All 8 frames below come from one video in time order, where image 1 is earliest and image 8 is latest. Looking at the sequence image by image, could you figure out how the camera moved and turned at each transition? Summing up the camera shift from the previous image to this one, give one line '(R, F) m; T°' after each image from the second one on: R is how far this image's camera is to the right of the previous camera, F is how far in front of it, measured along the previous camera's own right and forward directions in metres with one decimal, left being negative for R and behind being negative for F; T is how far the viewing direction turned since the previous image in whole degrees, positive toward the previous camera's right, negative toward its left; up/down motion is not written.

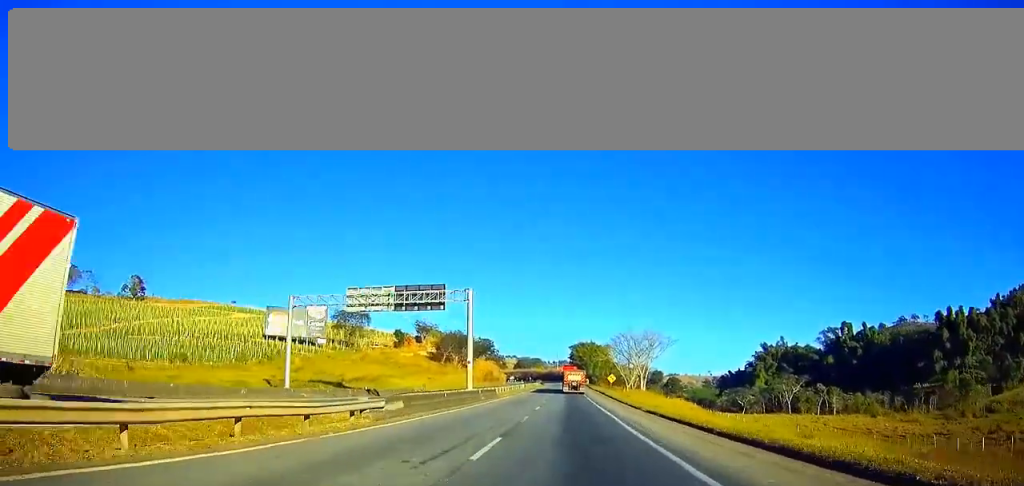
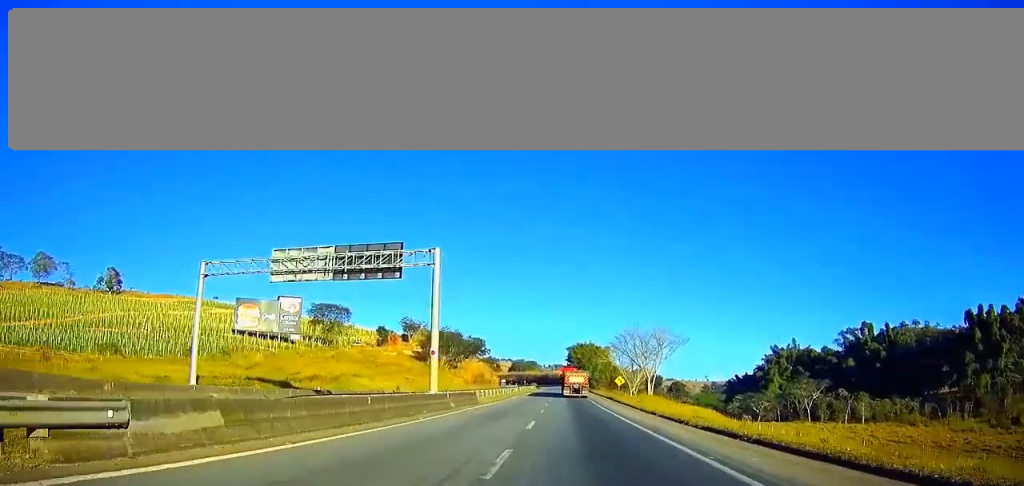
(+0.1, +15.5) m; 0°
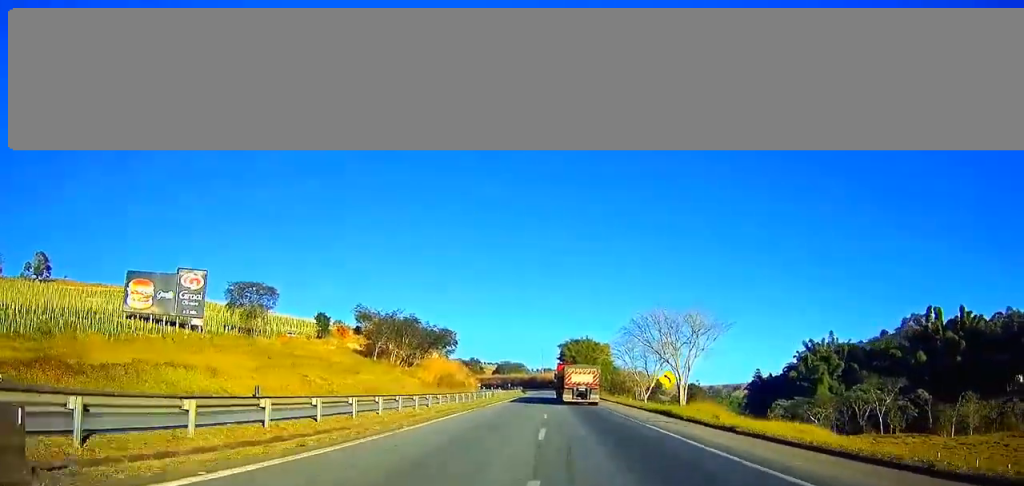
(+0.2, +40.0) m; 0°
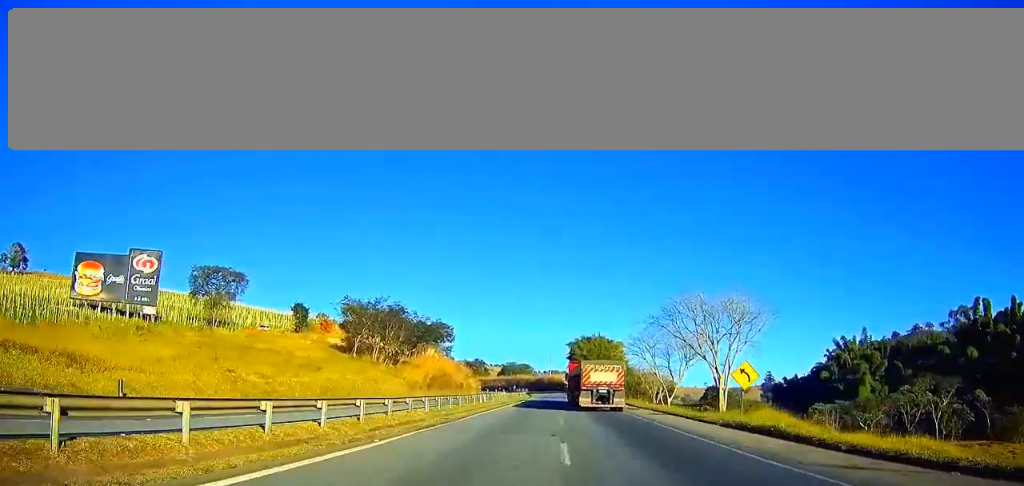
(-0.1, +17.0) m; 0°
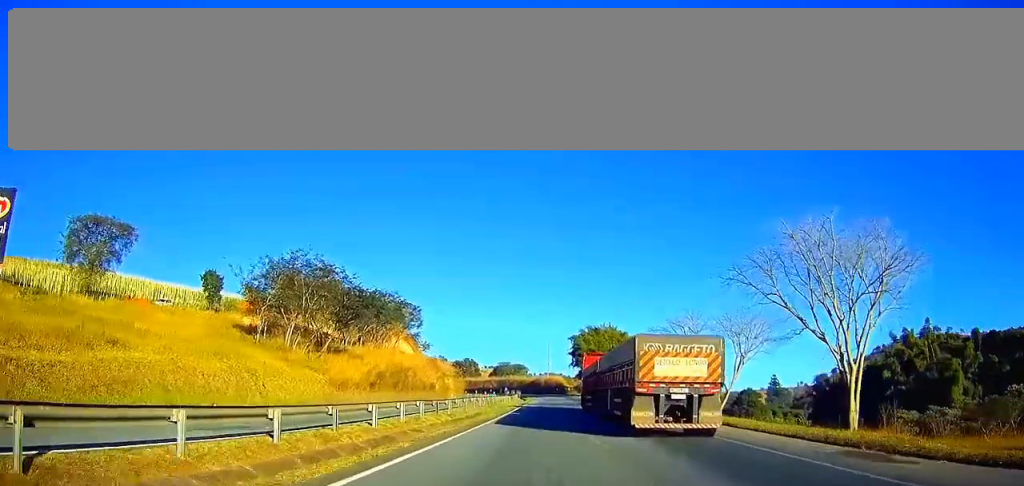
(+0.2, +33.7) m; 0°
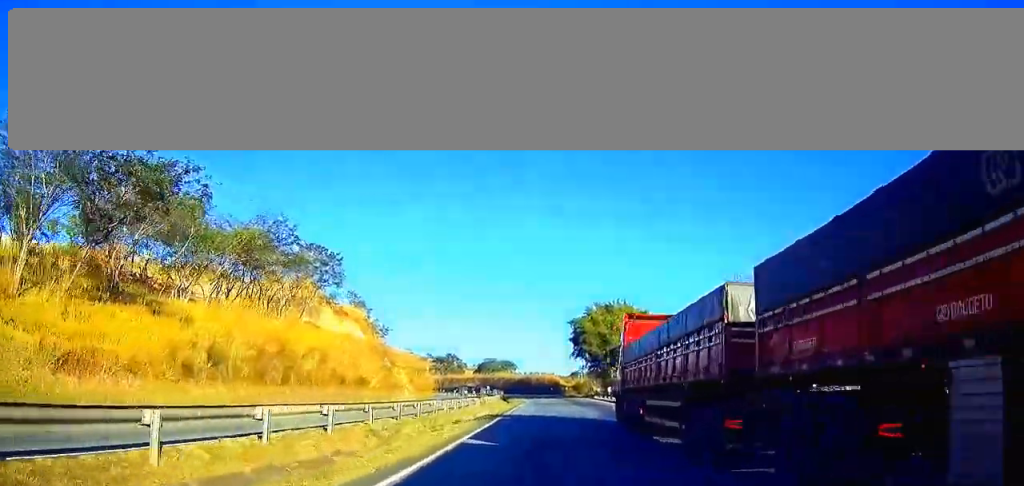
(-0.2, +37.5) m; -1°
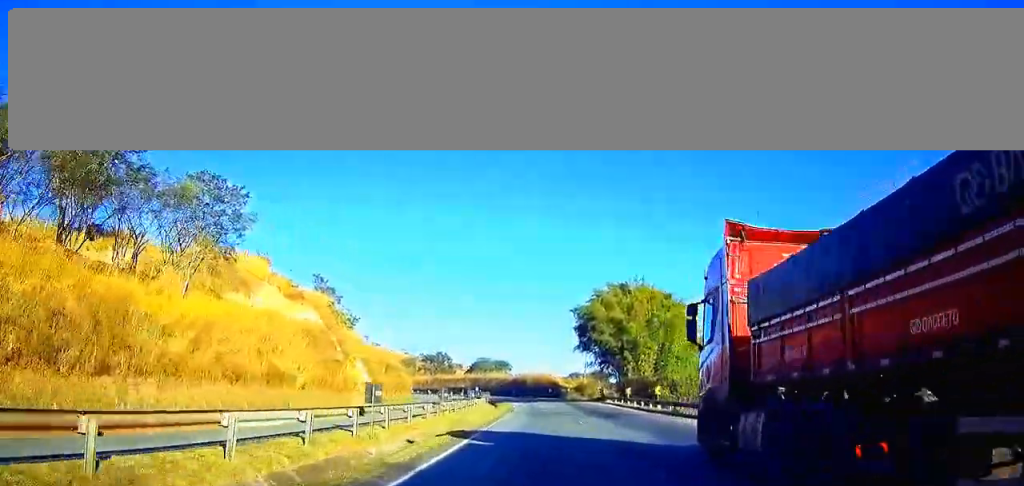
(-0.1, +21.7) m; 0°
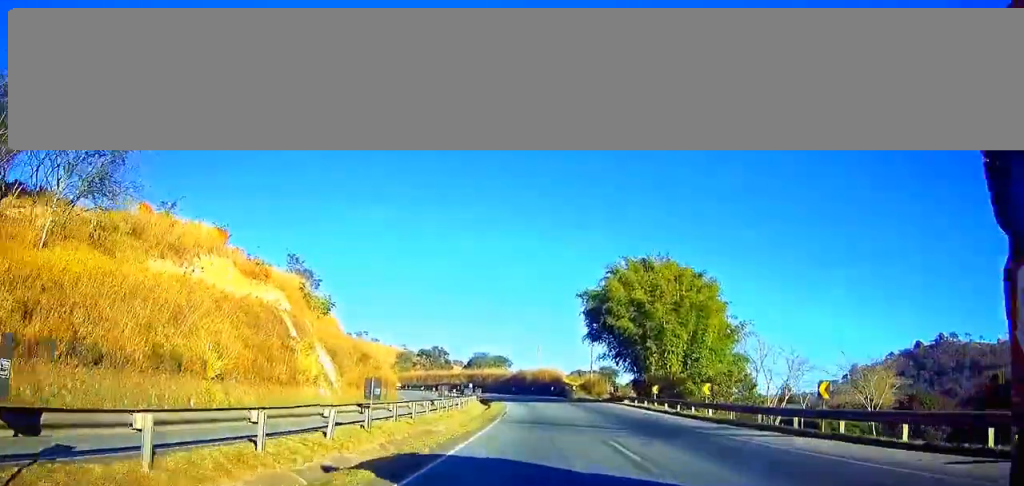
(0.0, +14.8) m; 0°
